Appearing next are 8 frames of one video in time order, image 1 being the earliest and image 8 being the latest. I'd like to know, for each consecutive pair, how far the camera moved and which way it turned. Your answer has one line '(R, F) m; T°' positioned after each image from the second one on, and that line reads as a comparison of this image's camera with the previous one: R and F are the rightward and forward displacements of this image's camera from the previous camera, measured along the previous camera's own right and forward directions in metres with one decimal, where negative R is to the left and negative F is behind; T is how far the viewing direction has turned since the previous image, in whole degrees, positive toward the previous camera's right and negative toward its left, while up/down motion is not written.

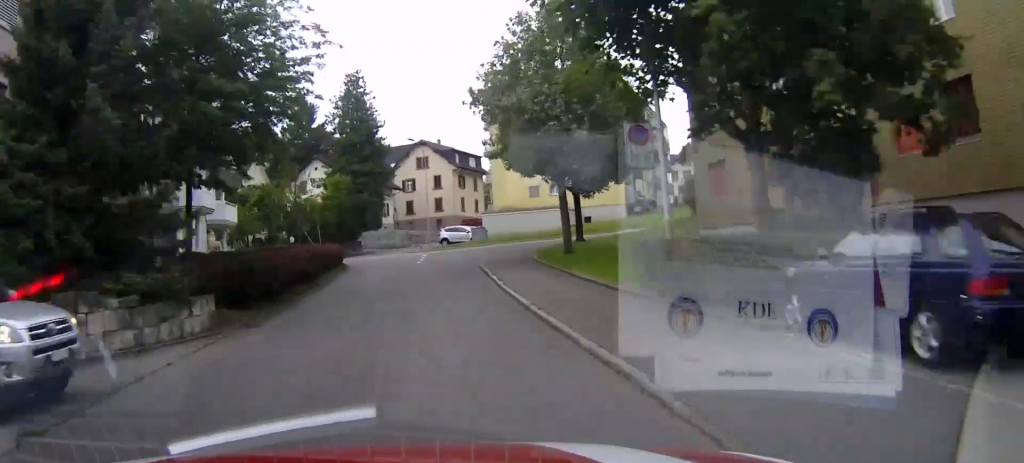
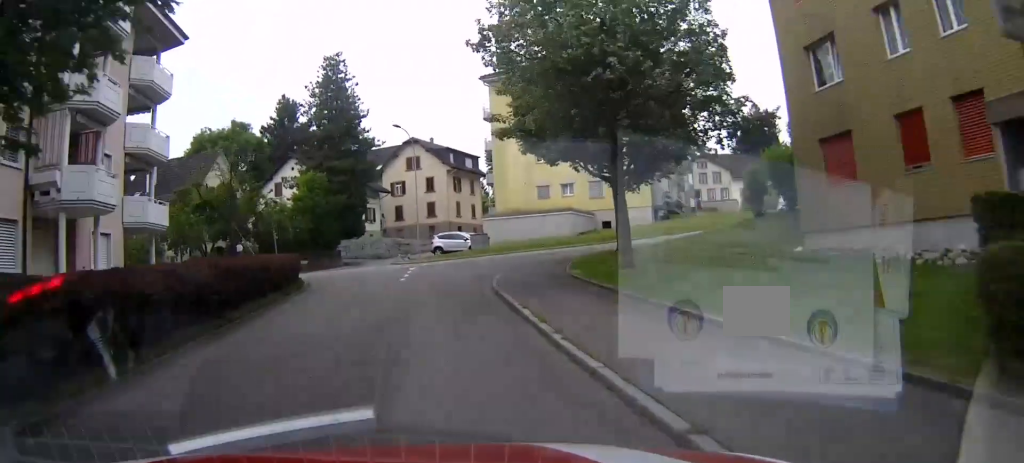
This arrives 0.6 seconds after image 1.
(+0.1, +9.0) m; 0°
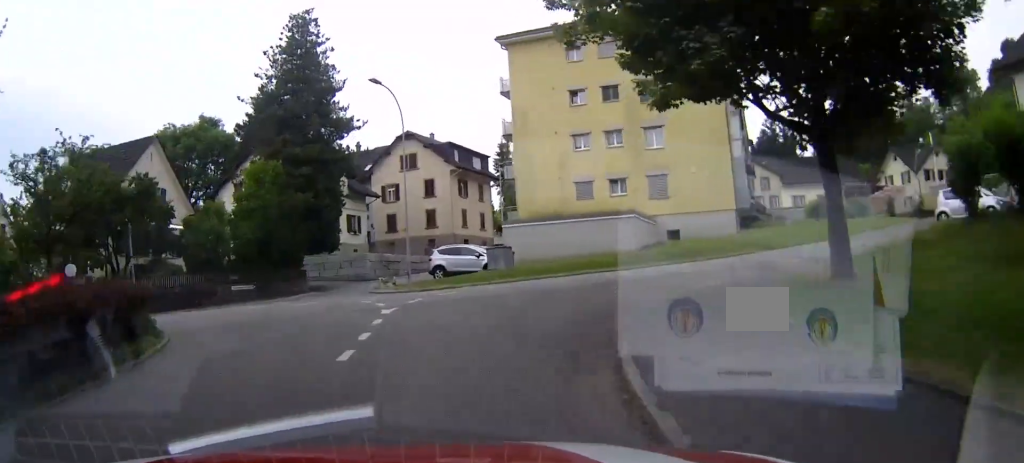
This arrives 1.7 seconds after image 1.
(+0.1, +16.5) m; -1°
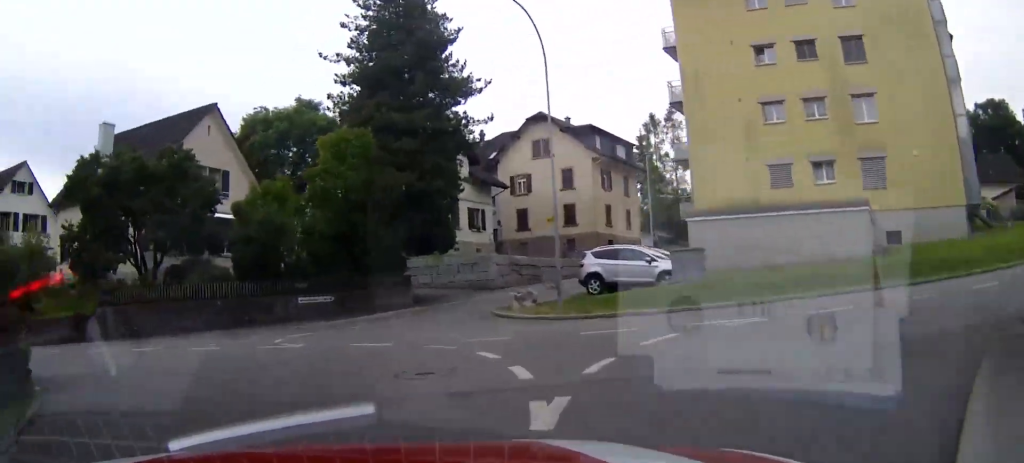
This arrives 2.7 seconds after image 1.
(-0.3, +12.0) m; -2°
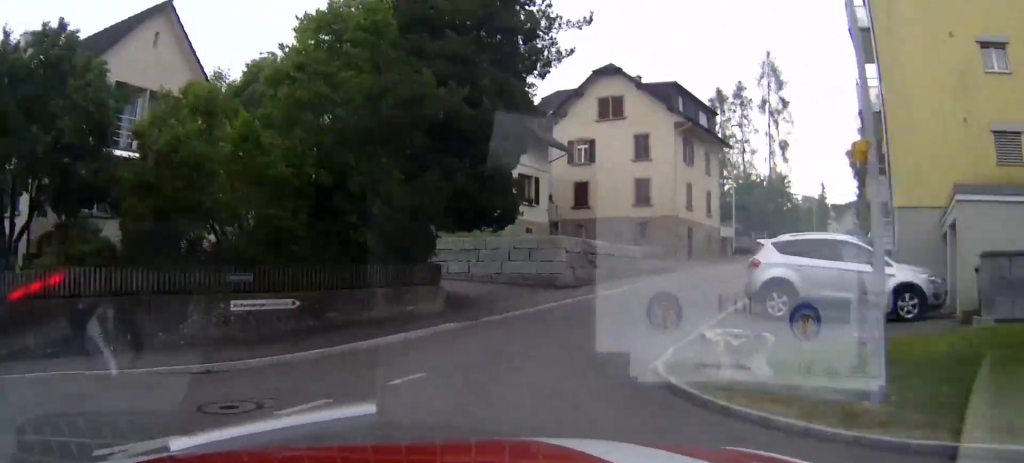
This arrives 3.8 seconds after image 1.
(-0.2, +12.5) m; +3°
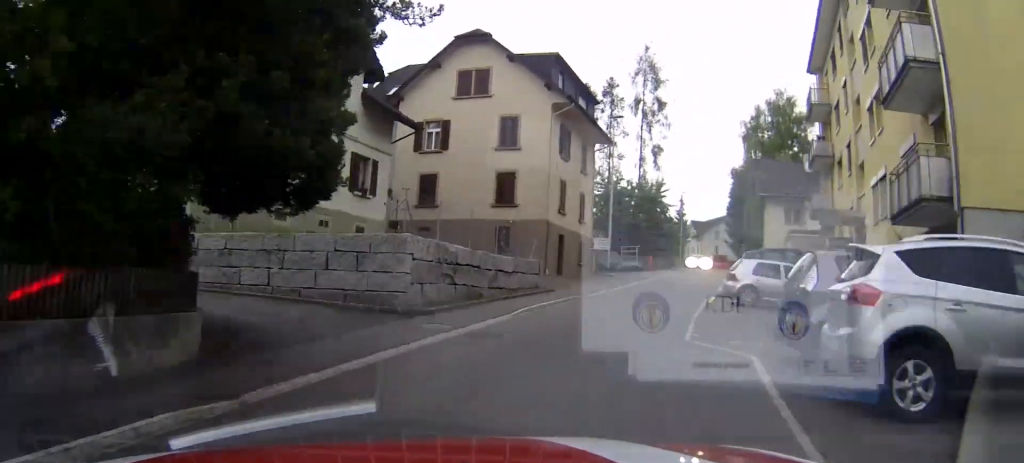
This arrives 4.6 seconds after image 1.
(+0.4, +8.4) m; +7°
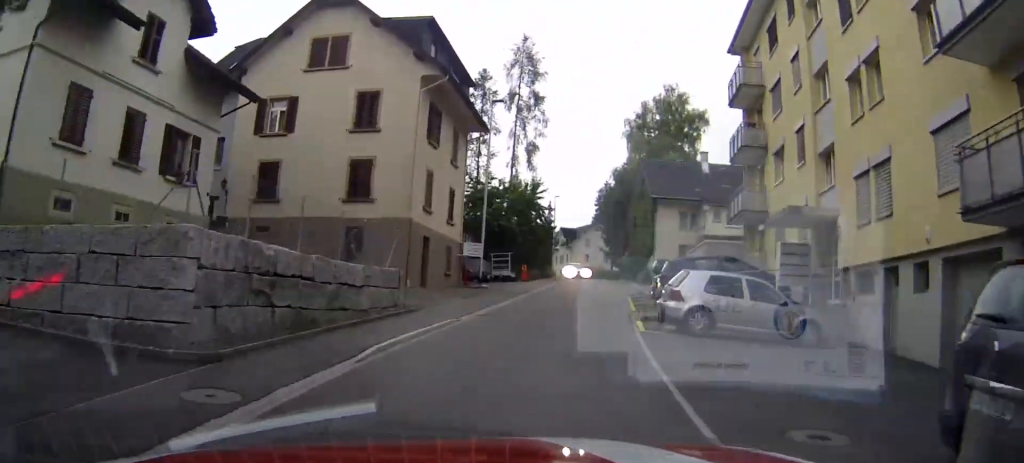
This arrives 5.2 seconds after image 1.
(-0.1, +6.0) m; +7°
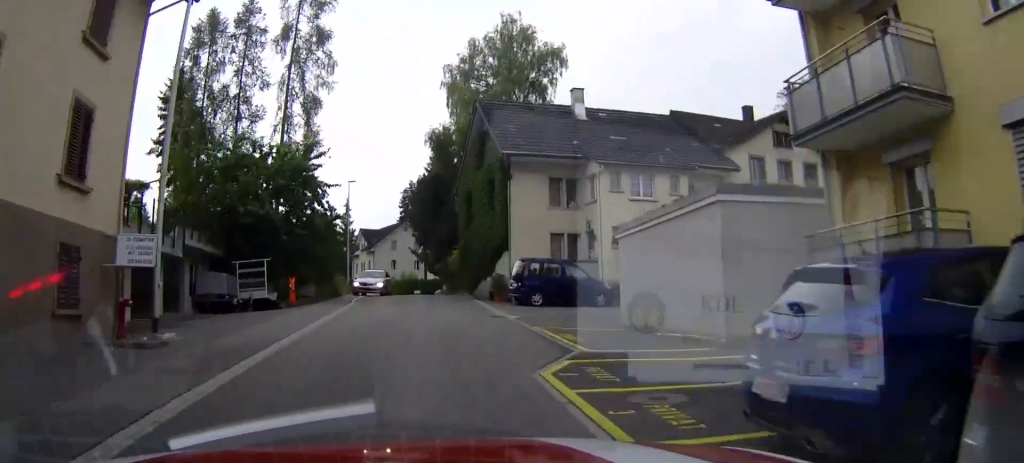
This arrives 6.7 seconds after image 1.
(+3.3, +17.9) m; +14°
